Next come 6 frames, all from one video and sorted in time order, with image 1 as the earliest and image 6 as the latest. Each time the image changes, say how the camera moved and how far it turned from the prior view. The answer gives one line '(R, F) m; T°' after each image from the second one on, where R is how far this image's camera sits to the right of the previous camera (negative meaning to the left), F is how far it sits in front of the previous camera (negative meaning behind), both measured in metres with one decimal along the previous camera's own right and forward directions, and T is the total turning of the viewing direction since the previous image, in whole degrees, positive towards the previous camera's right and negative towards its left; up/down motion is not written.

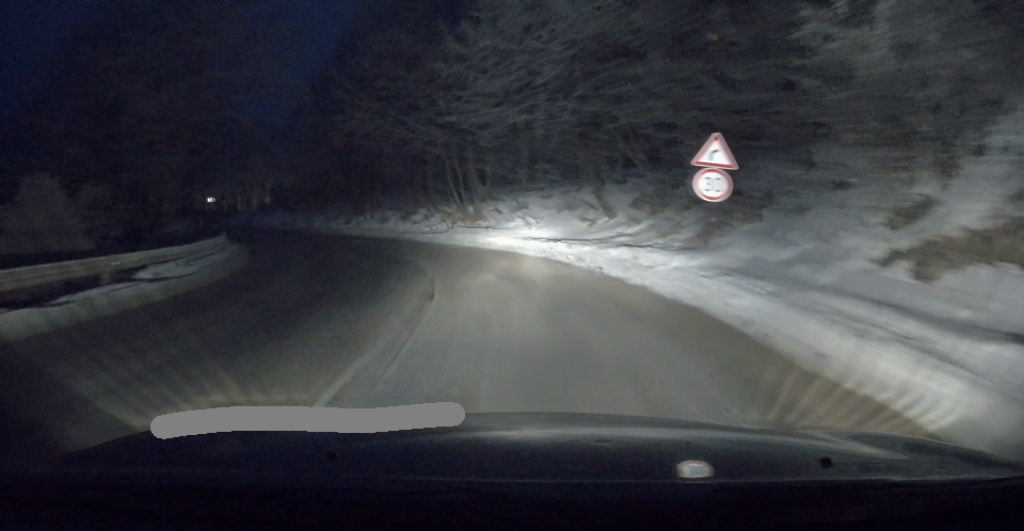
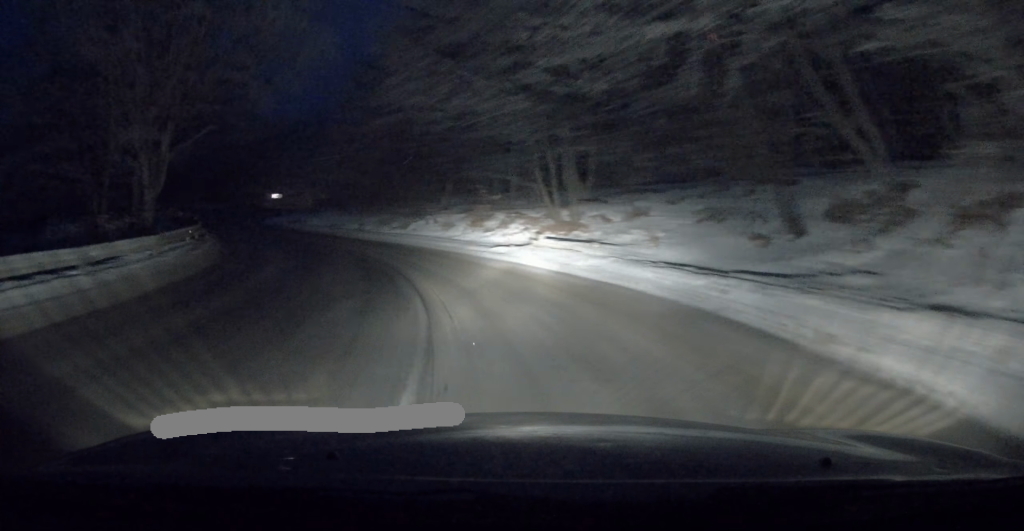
(-0.3, +8.9) m; -2°
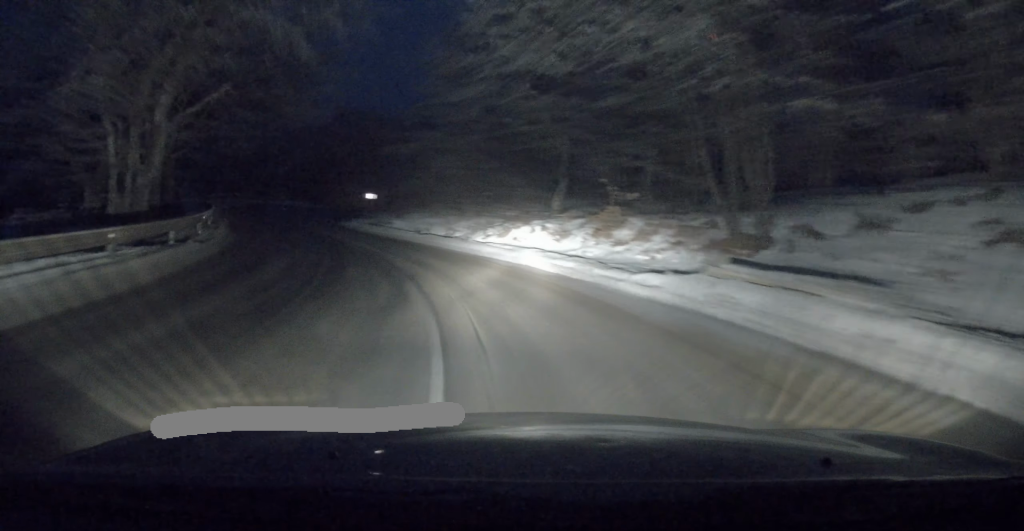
(-0.1, +7.4) m; -6°
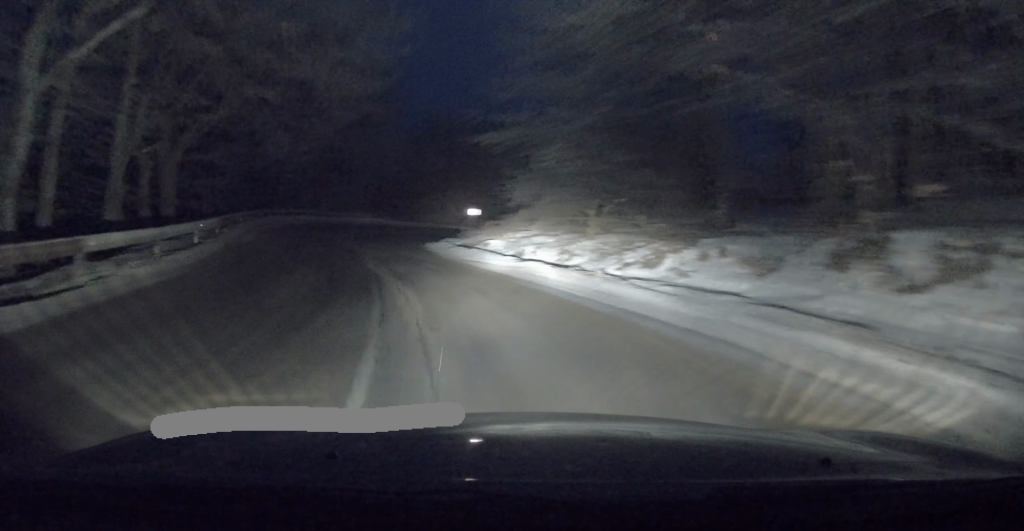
(-0.8, +8.7) m; -9°
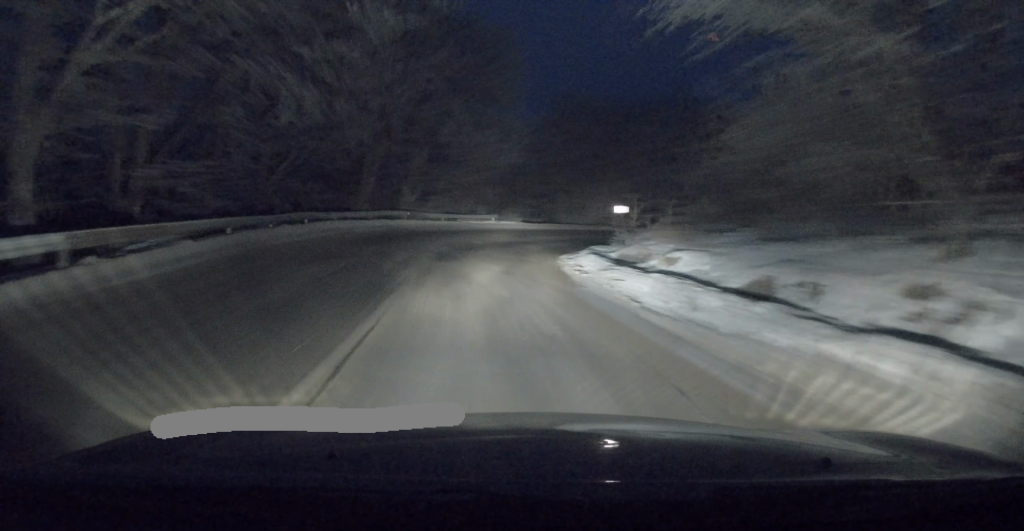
(-1.1, +12.4) m; -14°
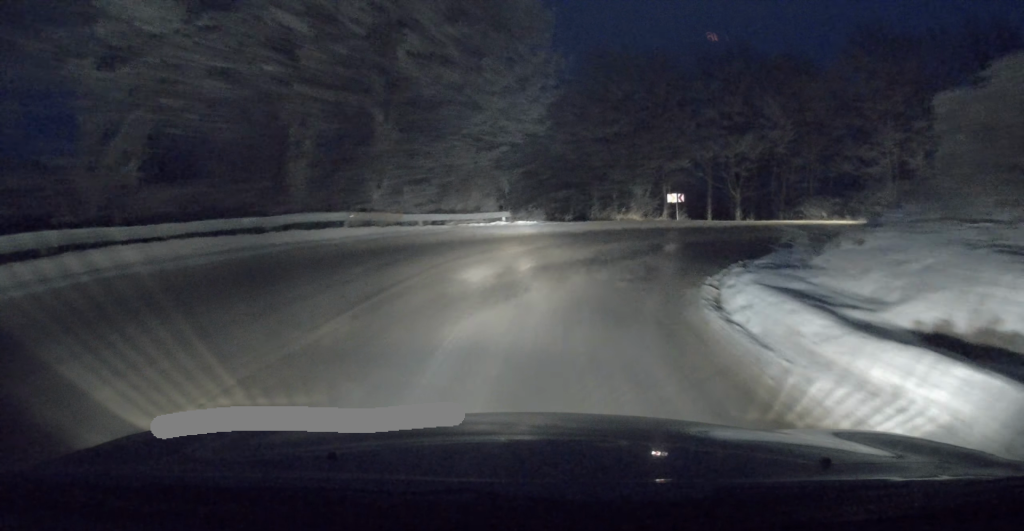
(-2.7, +14.1) m; -9°
